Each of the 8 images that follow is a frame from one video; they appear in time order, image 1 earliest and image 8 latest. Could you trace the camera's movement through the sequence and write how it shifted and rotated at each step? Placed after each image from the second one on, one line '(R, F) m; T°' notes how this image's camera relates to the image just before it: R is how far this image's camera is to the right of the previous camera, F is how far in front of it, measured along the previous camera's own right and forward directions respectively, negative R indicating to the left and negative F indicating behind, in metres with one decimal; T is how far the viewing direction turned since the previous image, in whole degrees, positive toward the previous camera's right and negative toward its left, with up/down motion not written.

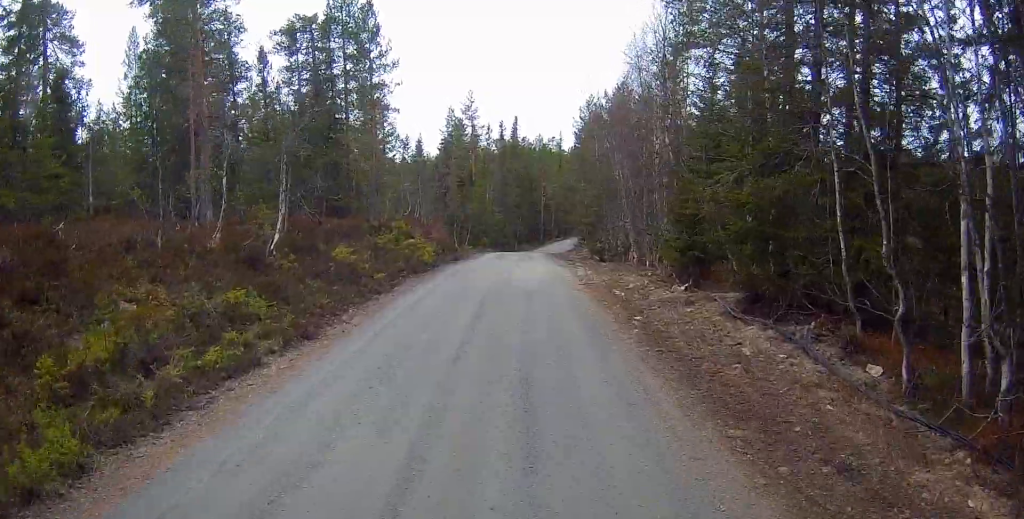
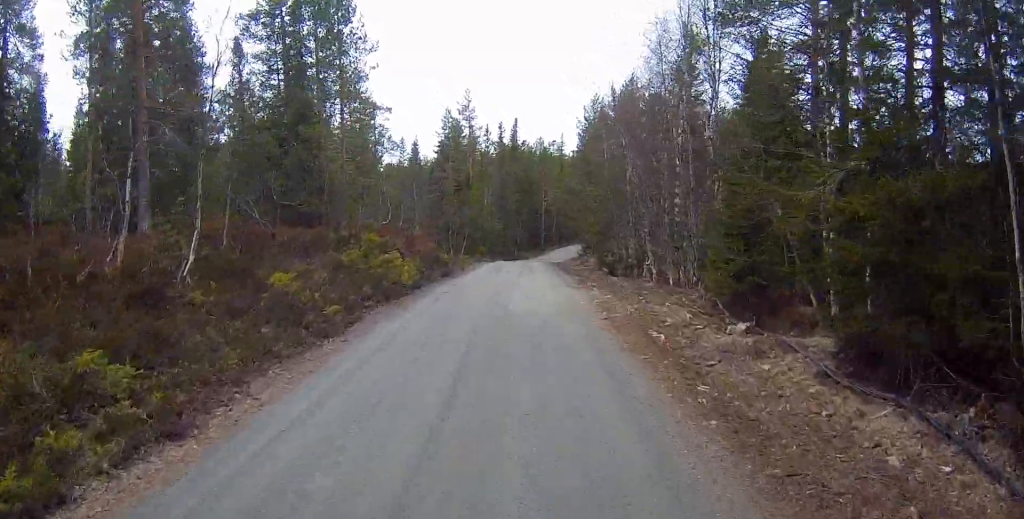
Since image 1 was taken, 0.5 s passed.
(+0.1, +3.8) m; +1°
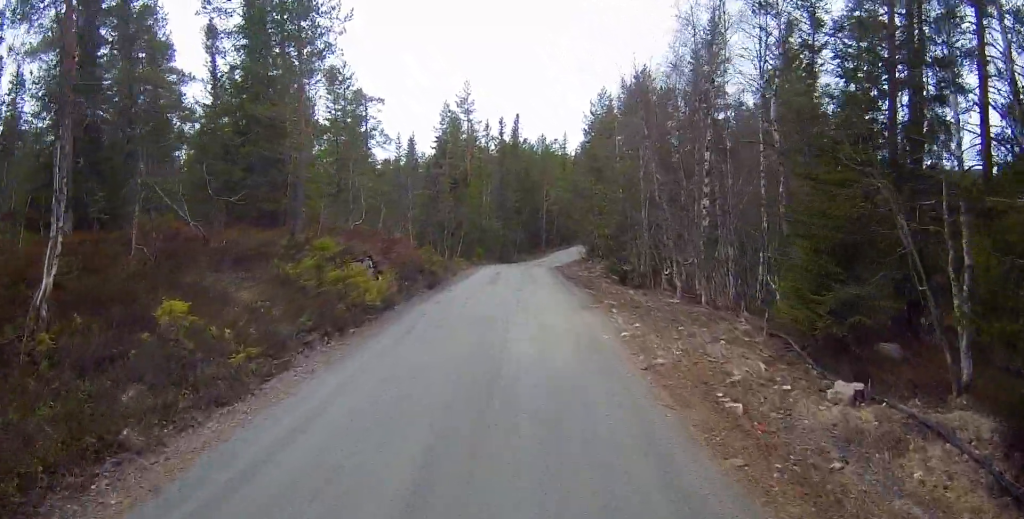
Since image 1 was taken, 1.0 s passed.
(+0.1, +3.7) m; +1°
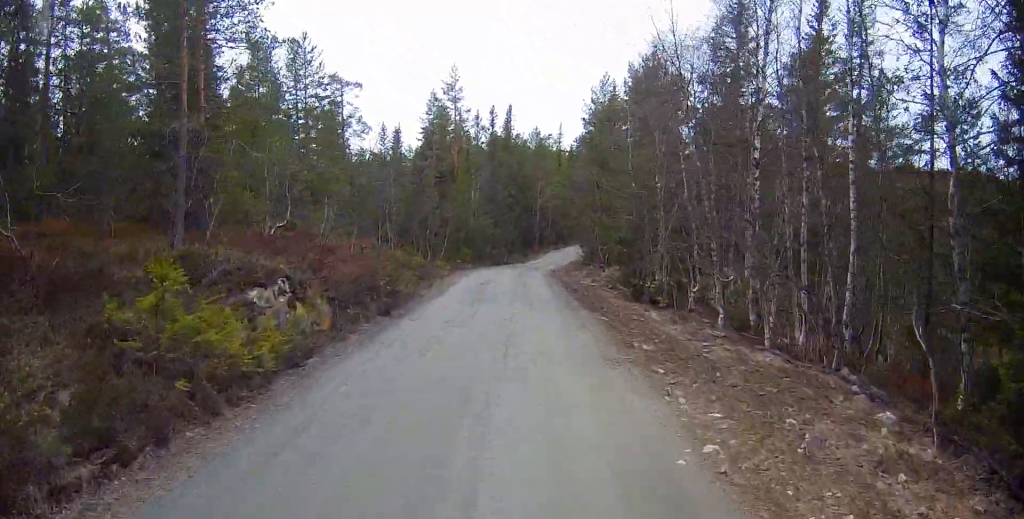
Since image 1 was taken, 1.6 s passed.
(0.0, +4.9) m; 0°
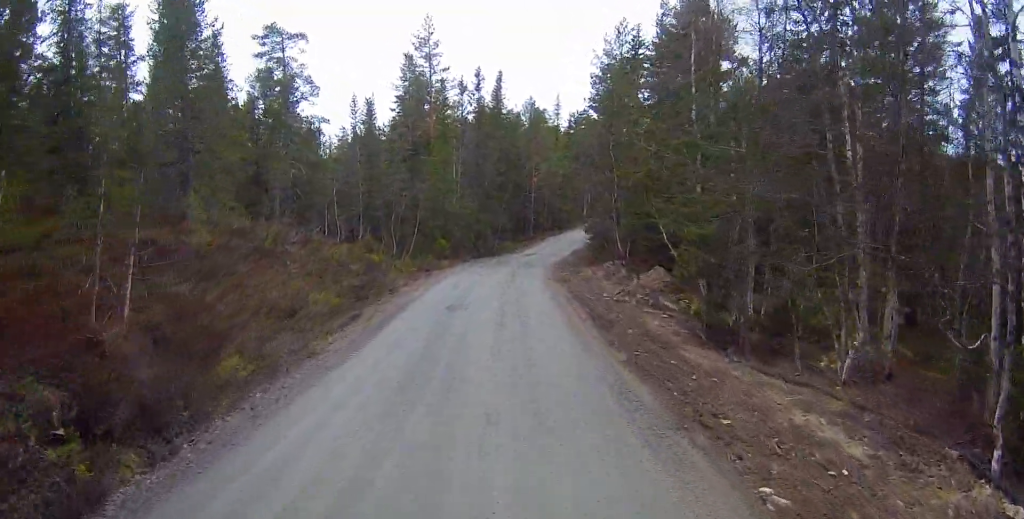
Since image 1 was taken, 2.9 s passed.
(0.0, +10.2) m; +2°
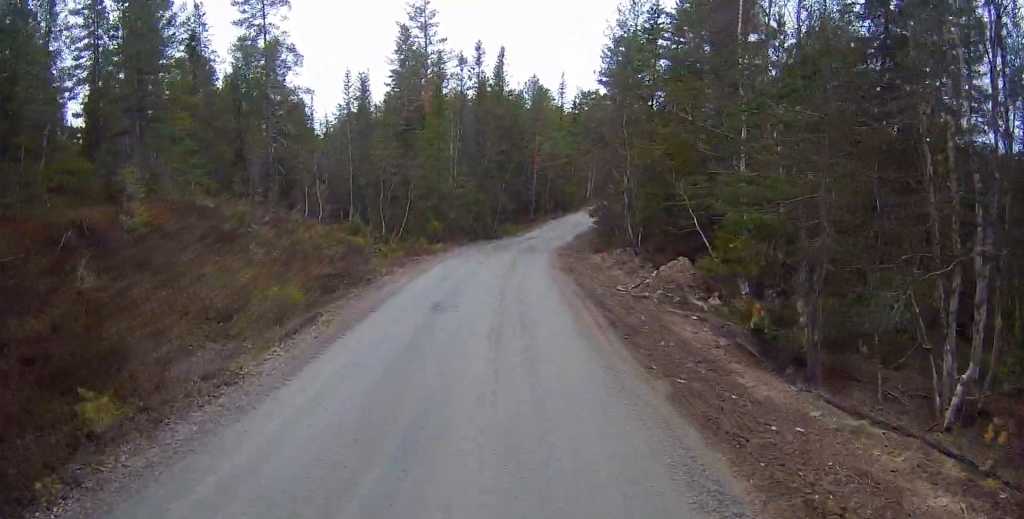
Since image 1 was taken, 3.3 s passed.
(+0.1, +2.9) m; -1°
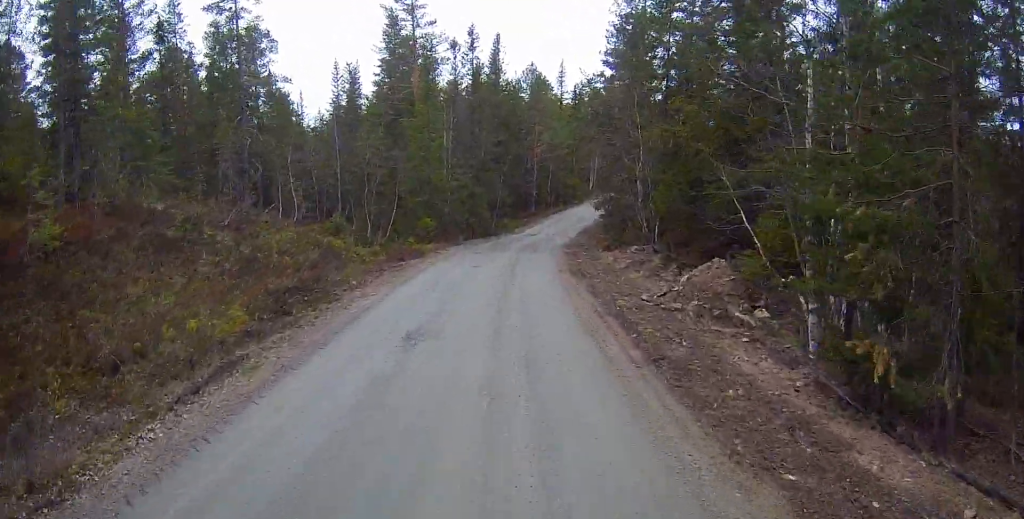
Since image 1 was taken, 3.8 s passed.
(+0.2, +3.1) m; -1°
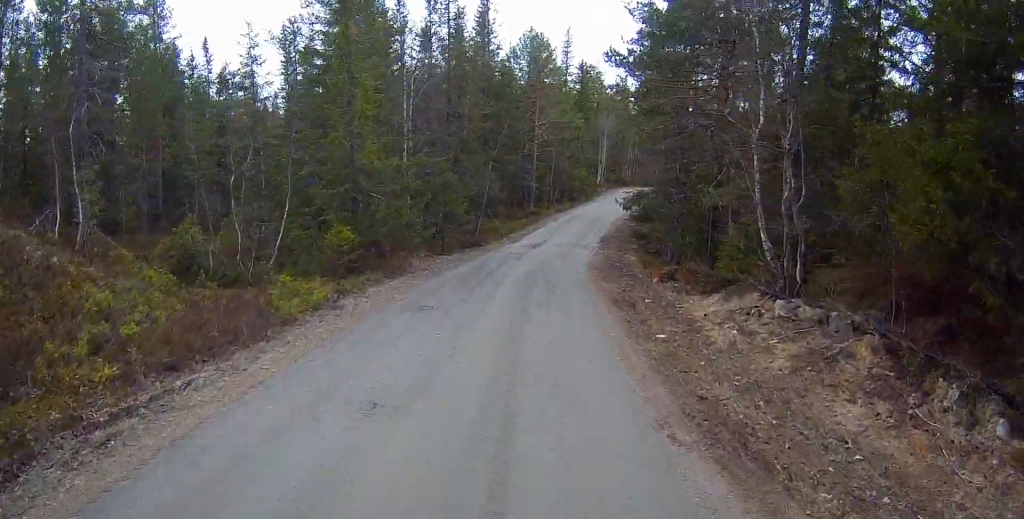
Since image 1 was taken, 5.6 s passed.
(-0.5, +12.9) m; 0°
